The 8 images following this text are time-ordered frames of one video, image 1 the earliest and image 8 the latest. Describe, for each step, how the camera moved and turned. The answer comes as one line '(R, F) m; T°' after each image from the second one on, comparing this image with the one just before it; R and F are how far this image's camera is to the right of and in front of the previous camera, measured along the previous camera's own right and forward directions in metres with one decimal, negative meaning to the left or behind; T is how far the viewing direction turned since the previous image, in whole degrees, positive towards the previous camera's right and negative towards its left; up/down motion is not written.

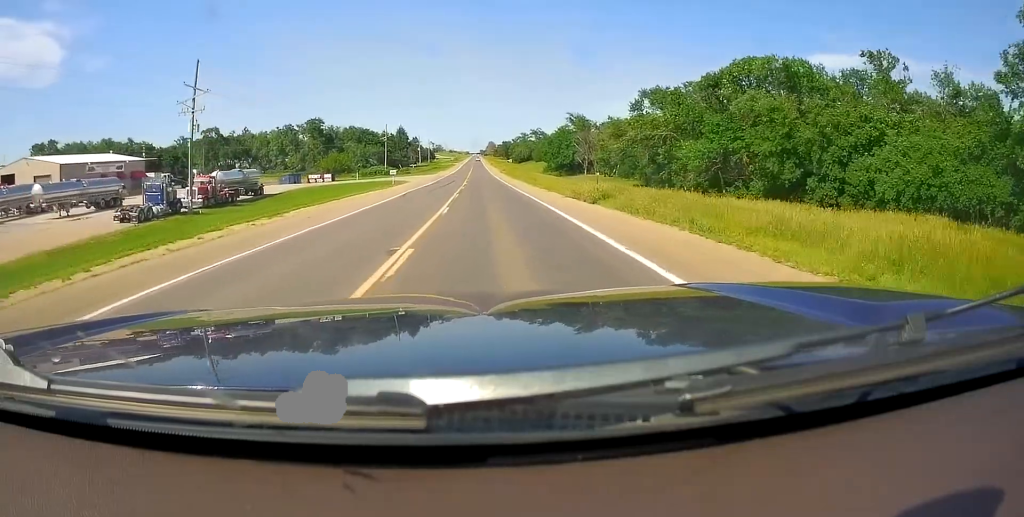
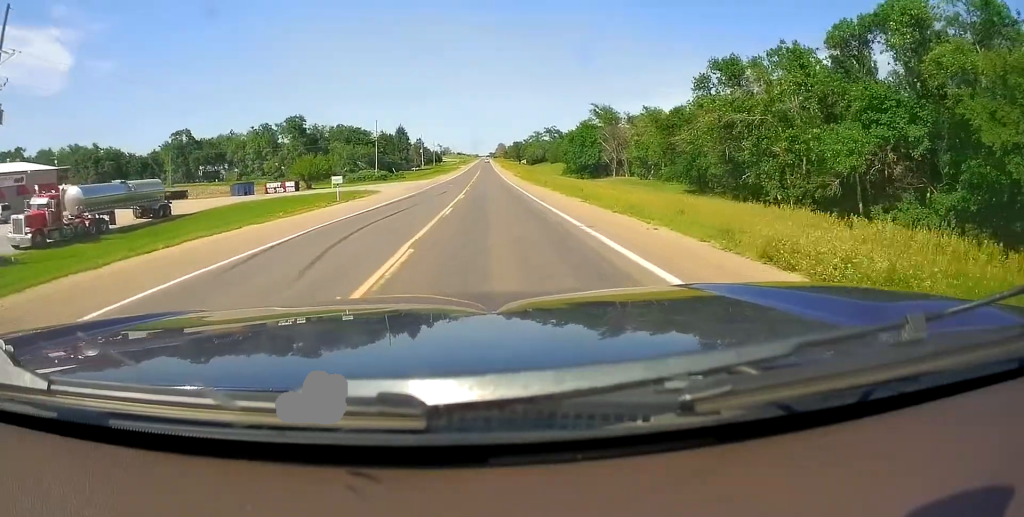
(-0.7, +23.5) m; -2°
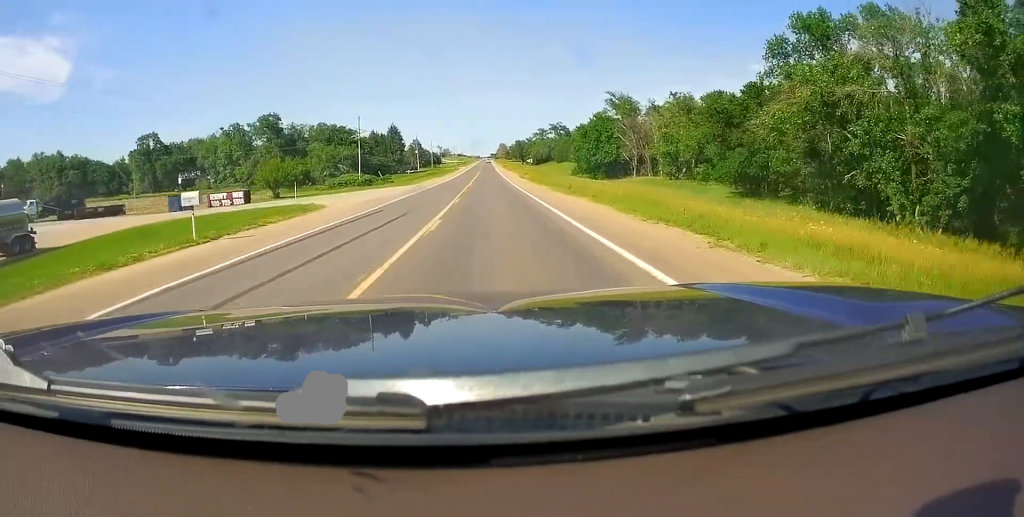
(-0.2, +17.0) m; 0°
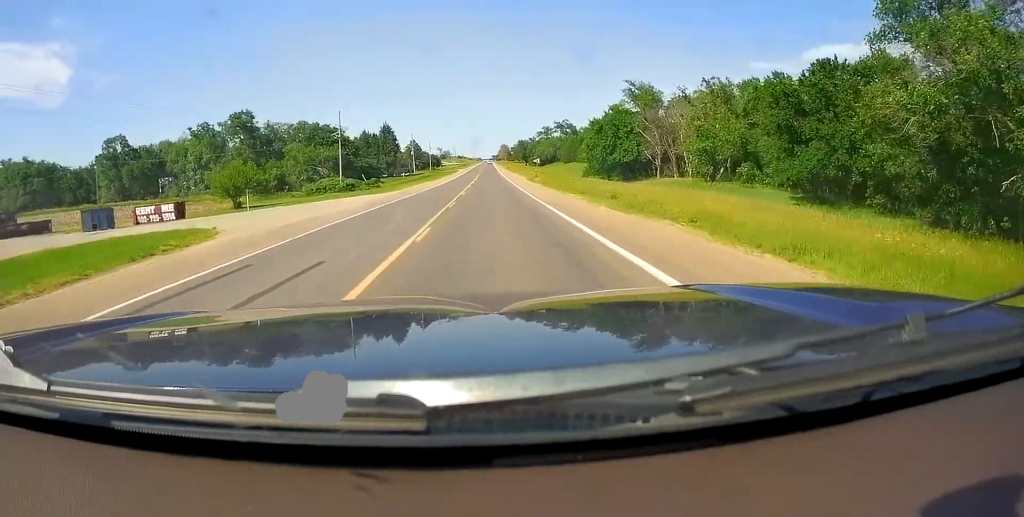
(+0.1, +14.6) m; 0°
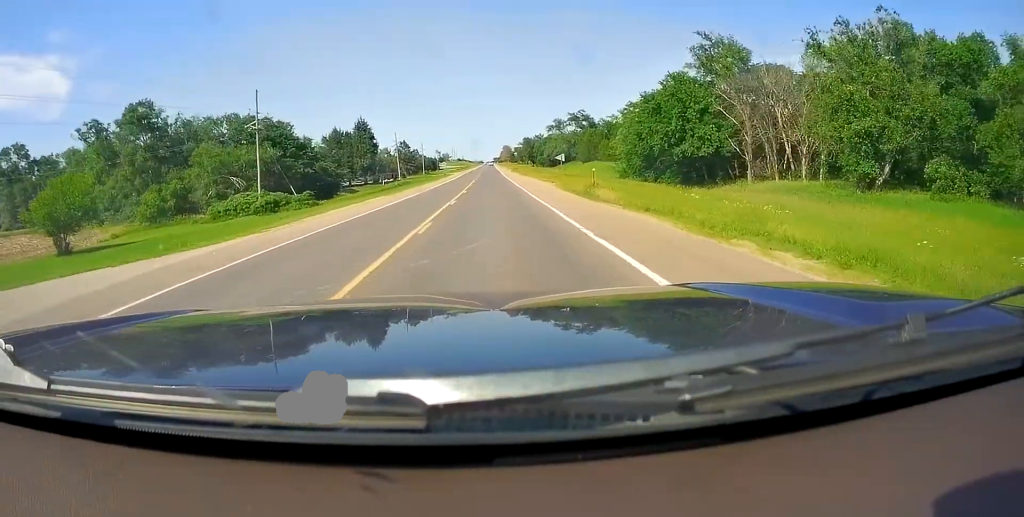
(-0.1, +34.2) m; -1°
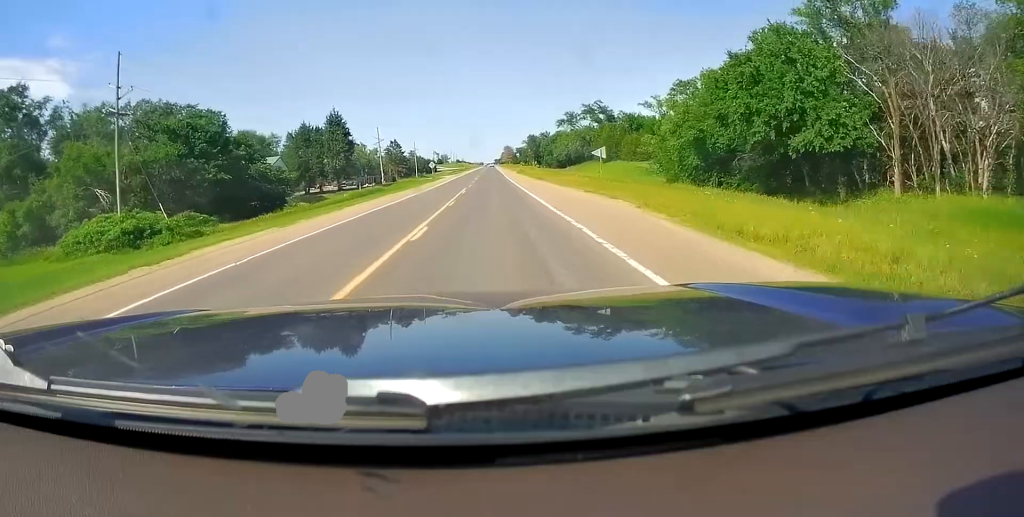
(-0.5, +25.0) m; -1°
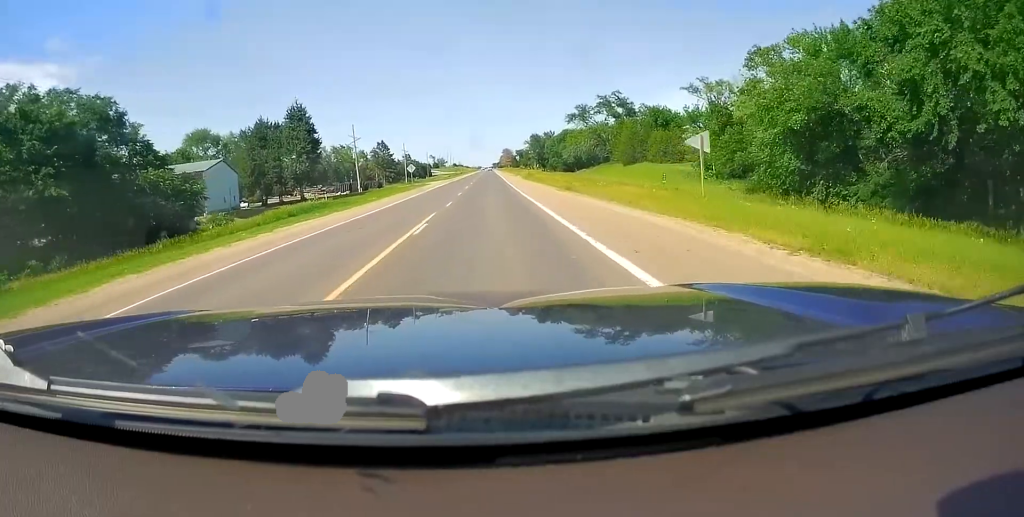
(+0.3, +22.2) m; -1°
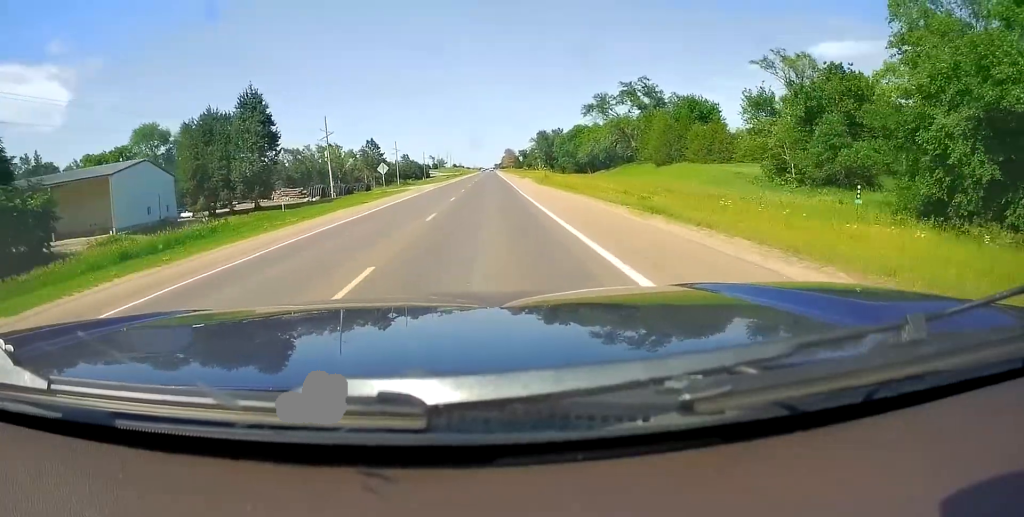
(-0.4, +19.7) m; 0°
